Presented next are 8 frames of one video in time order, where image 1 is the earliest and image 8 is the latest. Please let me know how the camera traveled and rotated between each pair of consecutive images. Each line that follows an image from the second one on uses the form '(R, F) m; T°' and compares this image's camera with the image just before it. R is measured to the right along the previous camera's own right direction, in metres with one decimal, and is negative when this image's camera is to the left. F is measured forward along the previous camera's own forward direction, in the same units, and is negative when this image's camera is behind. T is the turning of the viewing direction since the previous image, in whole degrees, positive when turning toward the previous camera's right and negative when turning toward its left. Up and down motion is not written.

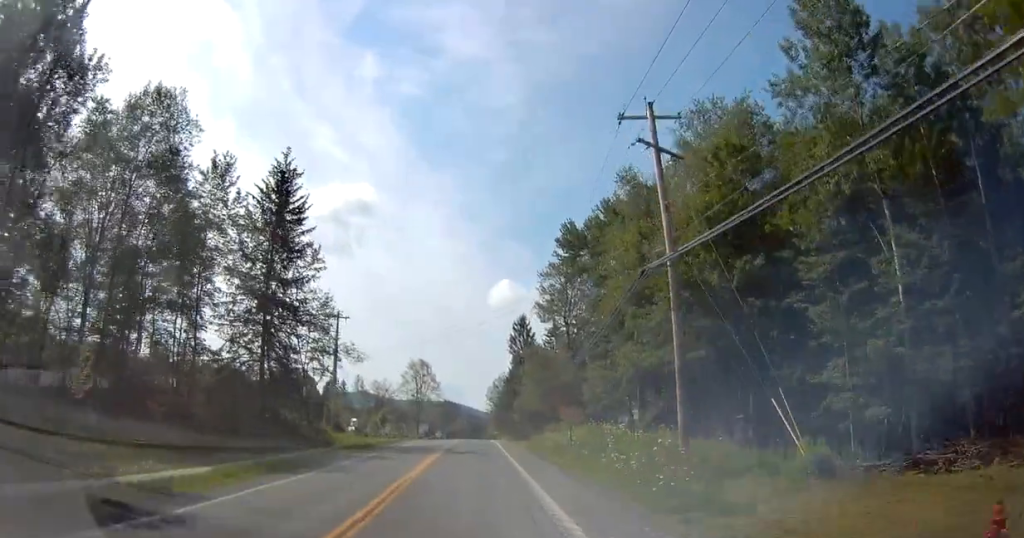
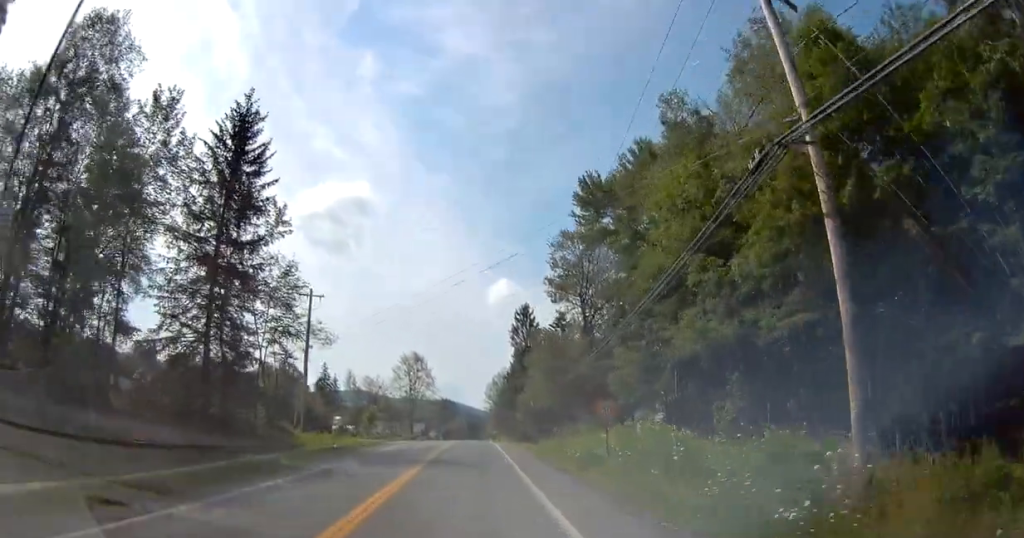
(0.0, +9.7) m; 0°
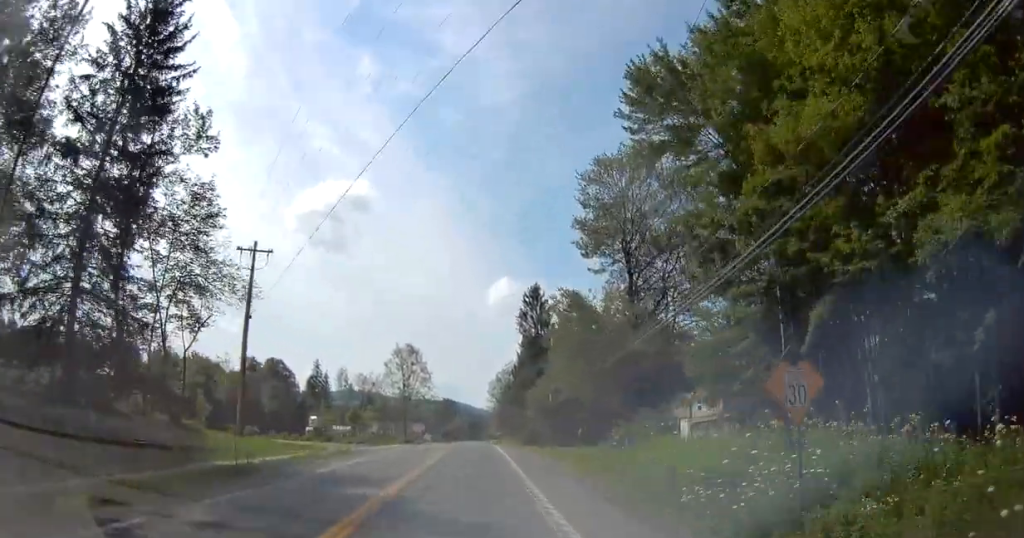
(0.0, +13.8) m; 0°
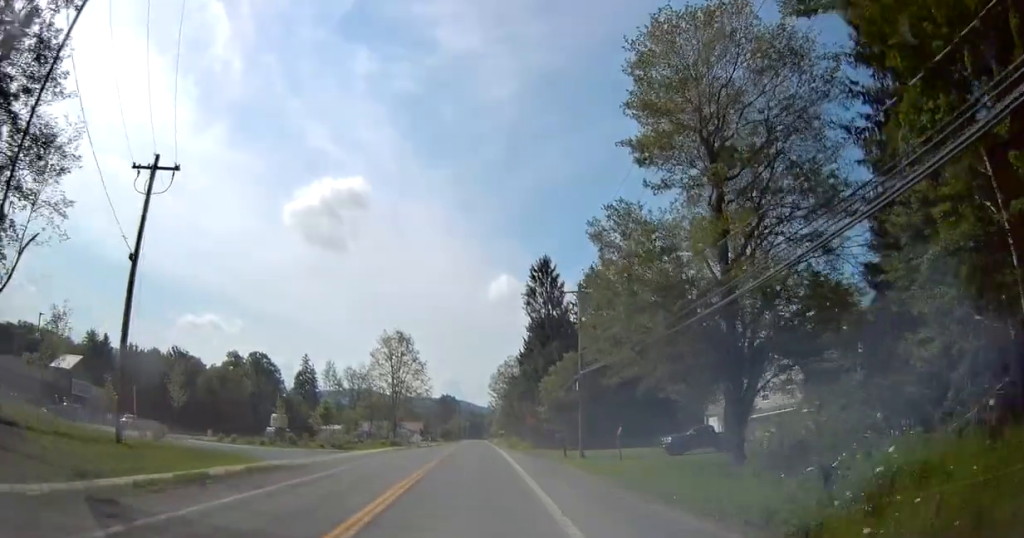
(0.0, +13.2) m; 0°
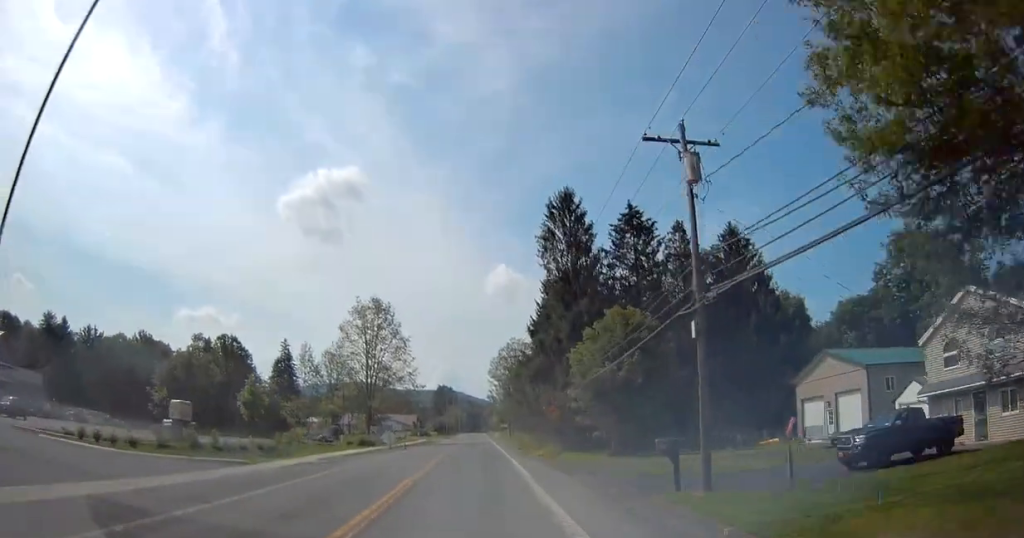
(0.0, +19.7) m; 0°
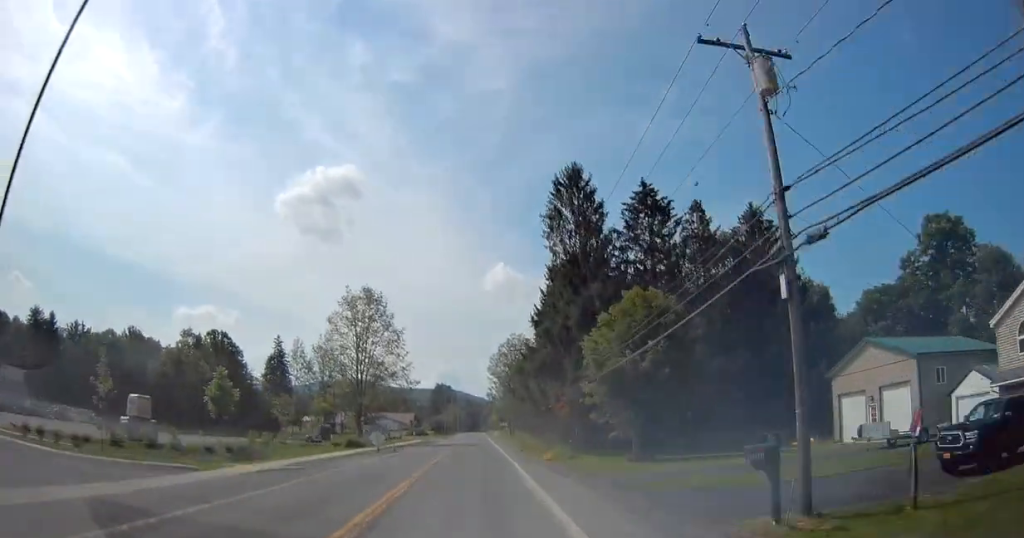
(0.0, +5.2) m; 0°
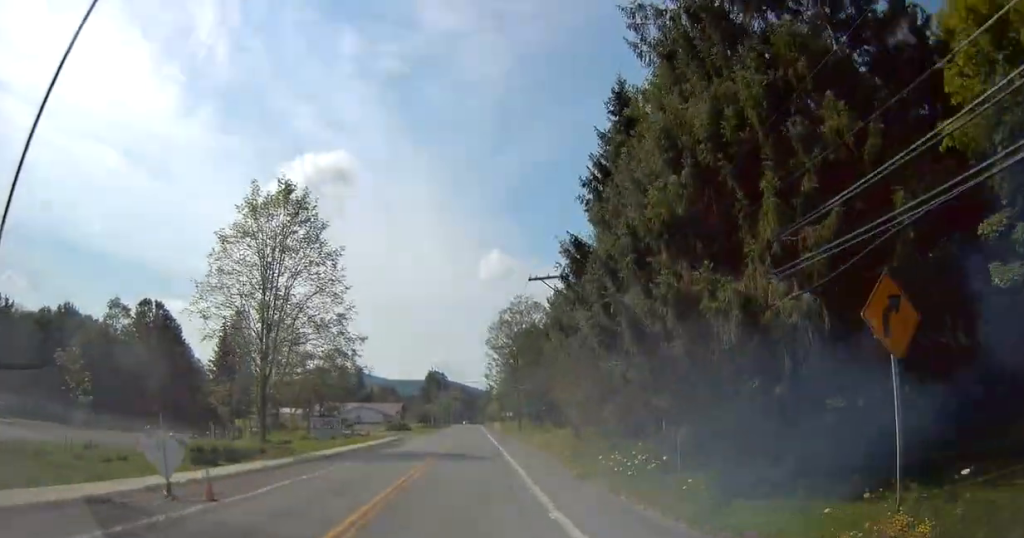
(+0.2, +28.4) m; +1°
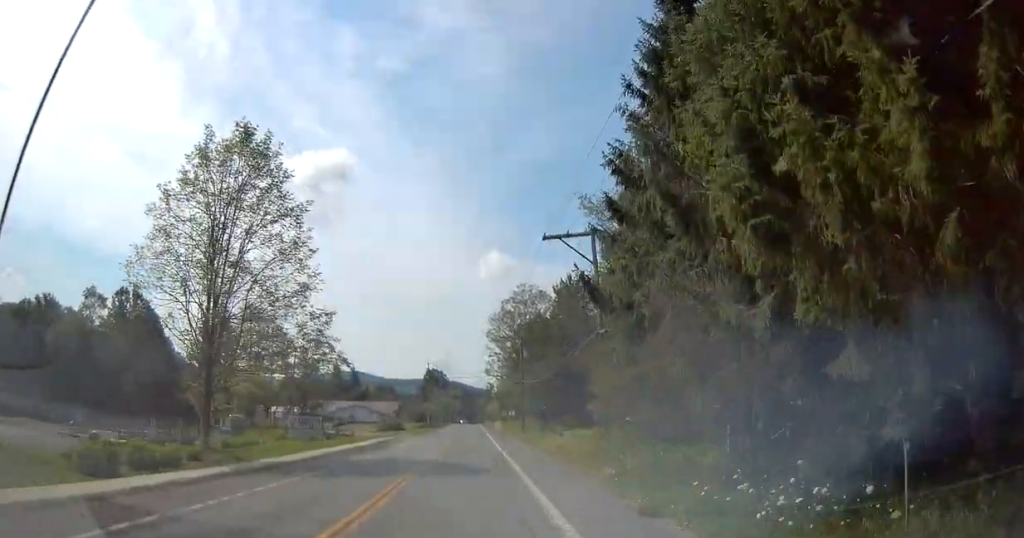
(+0.2, +8.1) m; 0°
